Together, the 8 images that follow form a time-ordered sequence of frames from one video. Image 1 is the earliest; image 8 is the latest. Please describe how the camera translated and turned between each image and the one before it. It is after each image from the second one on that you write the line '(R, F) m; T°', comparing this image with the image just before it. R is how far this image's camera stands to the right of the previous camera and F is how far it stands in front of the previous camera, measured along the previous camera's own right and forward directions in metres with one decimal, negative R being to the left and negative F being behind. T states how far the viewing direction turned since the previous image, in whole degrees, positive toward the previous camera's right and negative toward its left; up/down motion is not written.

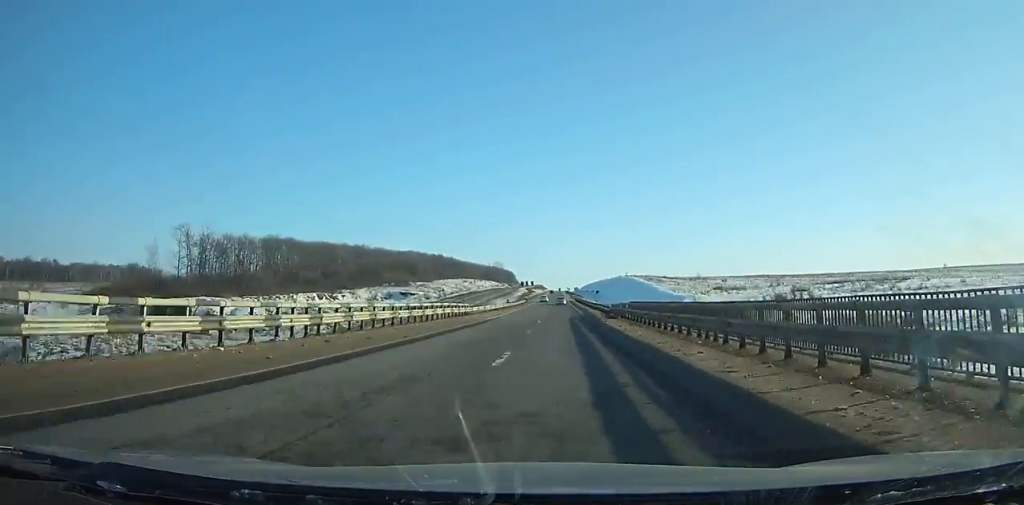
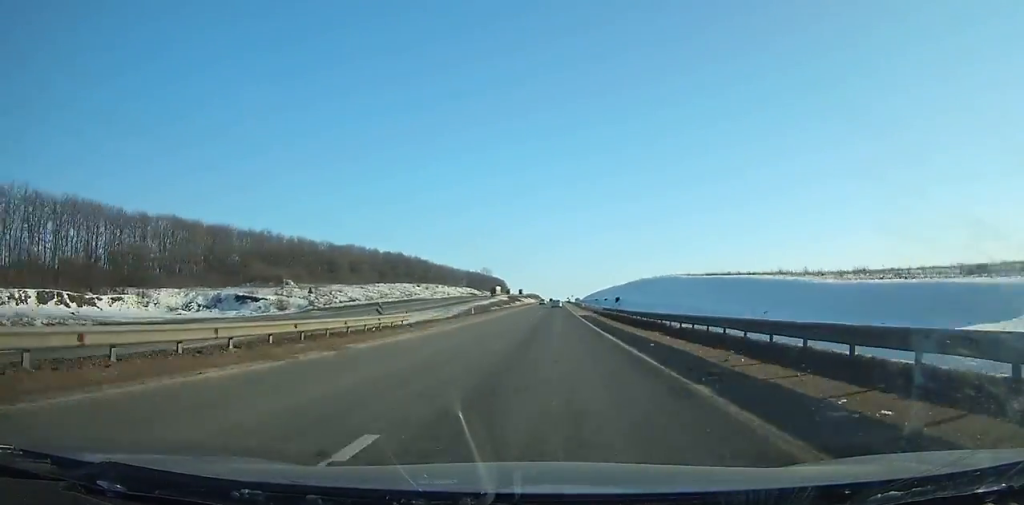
(0.0, +91.9) m; 0°
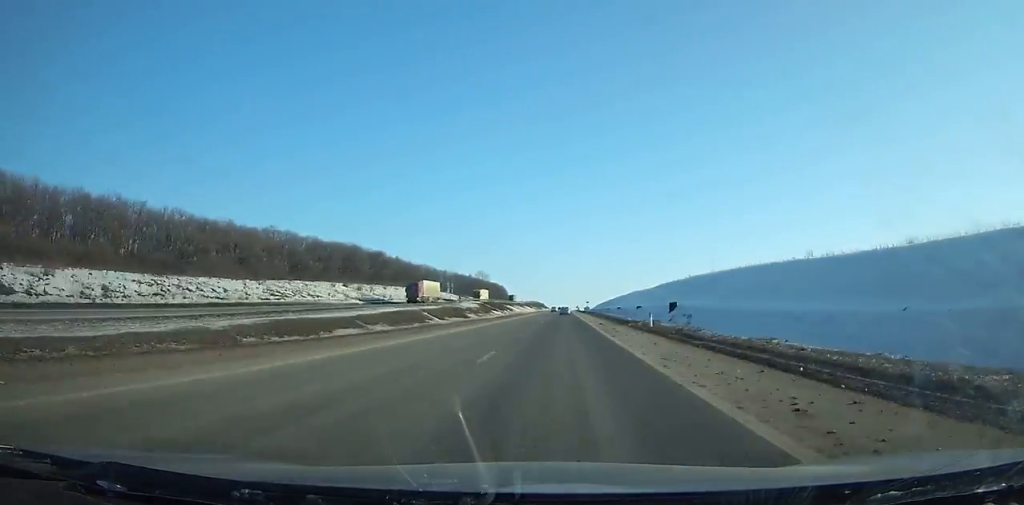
(-0.1, +71.3) m; 0°
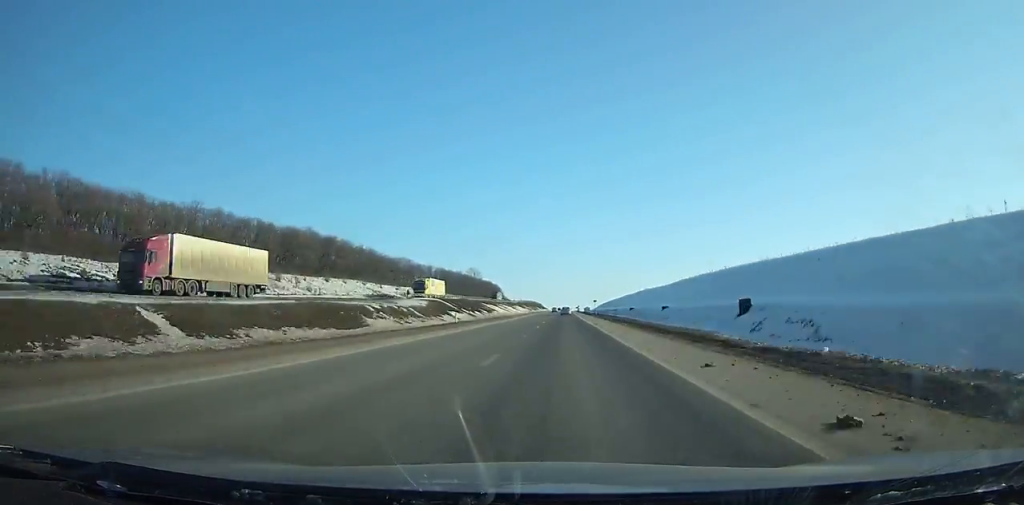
(0.0, +36.4) m; 0°
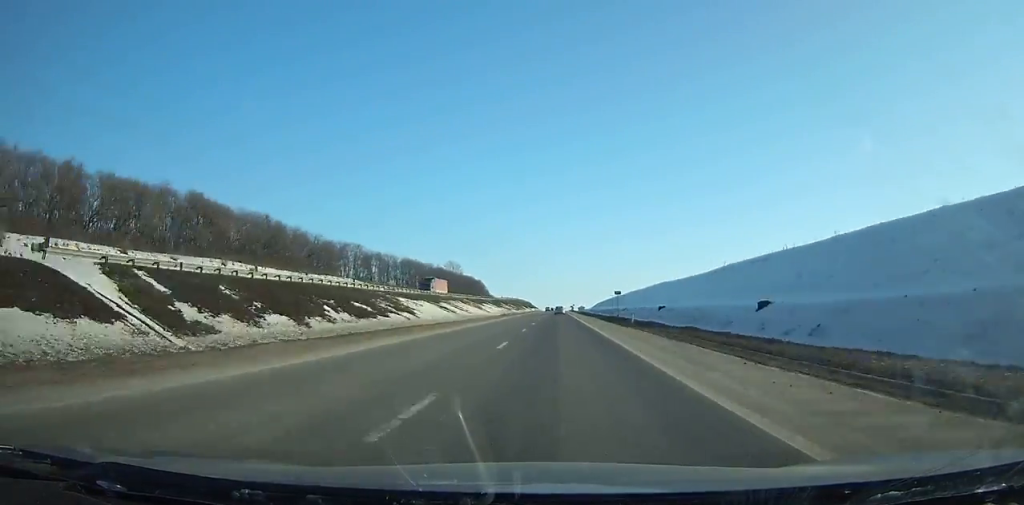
(0.0, +54.4) m; 0°
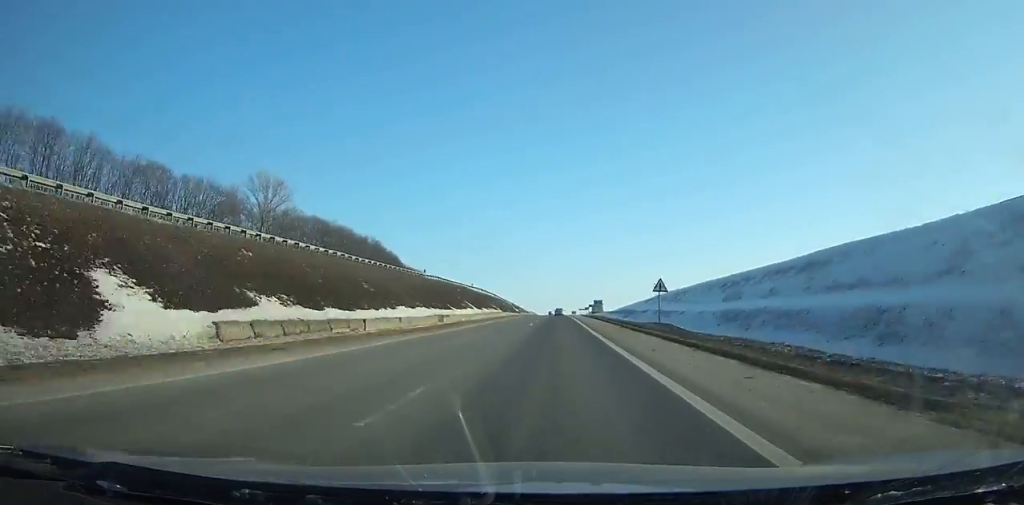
(+0.9, +237.0) m; 0°
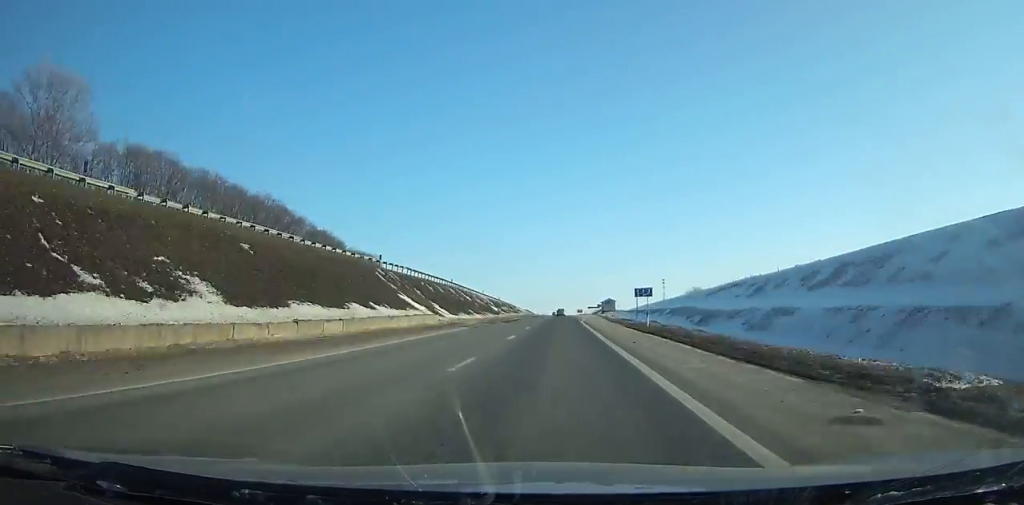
(-0.2, +64.9) m; 0°
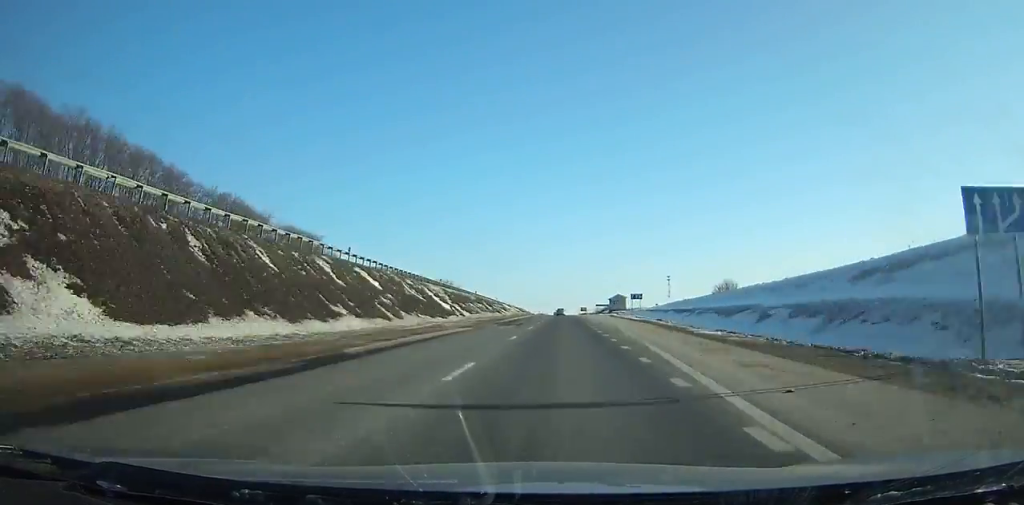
(-0.1, +50.2) m; 0°
